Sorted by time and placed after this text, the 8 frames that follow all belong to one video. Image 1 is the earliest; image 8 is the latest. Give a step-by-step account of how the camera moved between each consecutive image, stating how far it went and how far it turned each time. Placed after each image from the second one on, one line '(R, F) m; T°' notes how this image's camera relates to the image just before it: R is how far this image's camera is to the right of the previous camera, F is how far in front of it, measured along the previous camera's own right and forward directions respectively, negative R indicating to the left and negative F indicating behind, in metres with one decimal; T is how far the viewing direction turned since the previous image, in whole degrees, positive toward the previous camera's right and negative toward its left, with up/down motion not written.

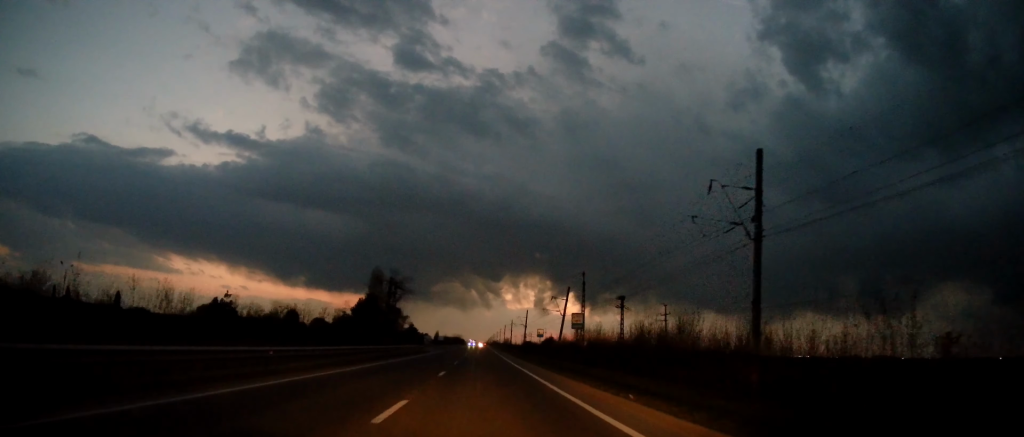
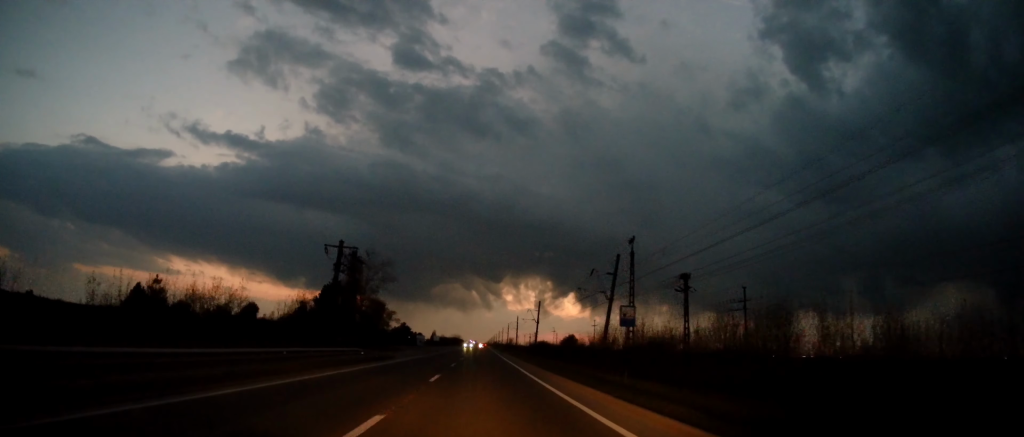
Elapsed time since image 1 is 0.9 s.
(+0.3, +25.7) m; 0°
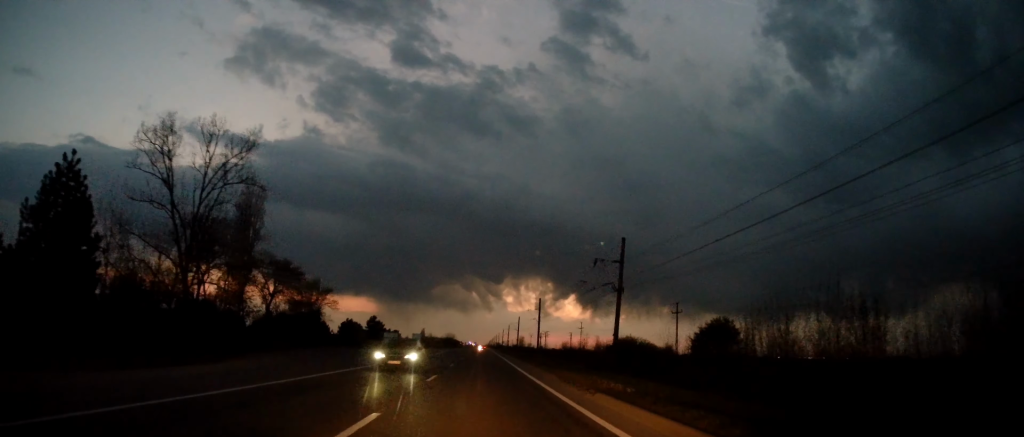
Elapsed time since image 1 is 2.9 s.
(0.0, +58.0) m; 0°
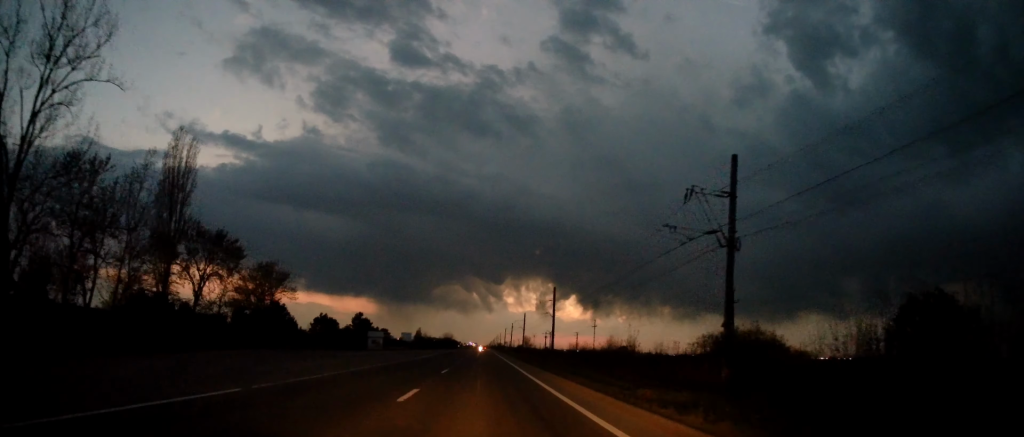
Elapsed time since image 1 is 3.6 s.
(-0.3, +18.0) m; 0°
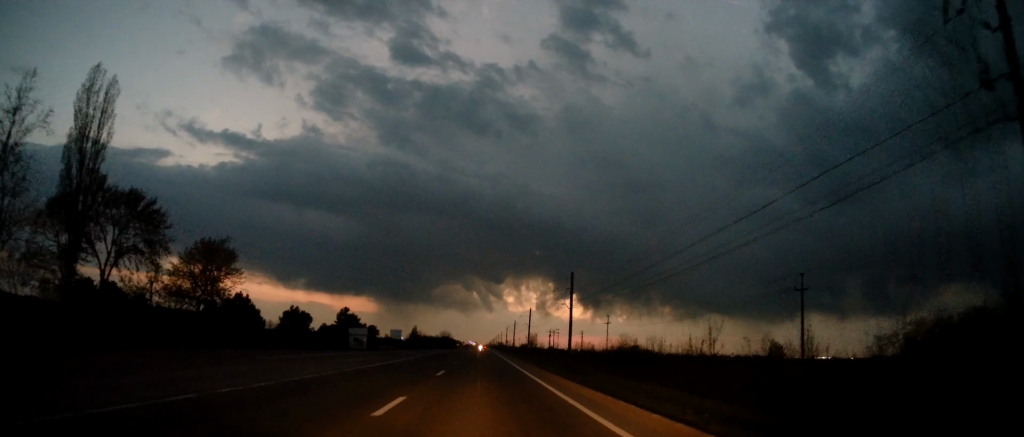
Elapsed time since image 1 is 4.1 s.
(+0.1, +14.2) m; 0°
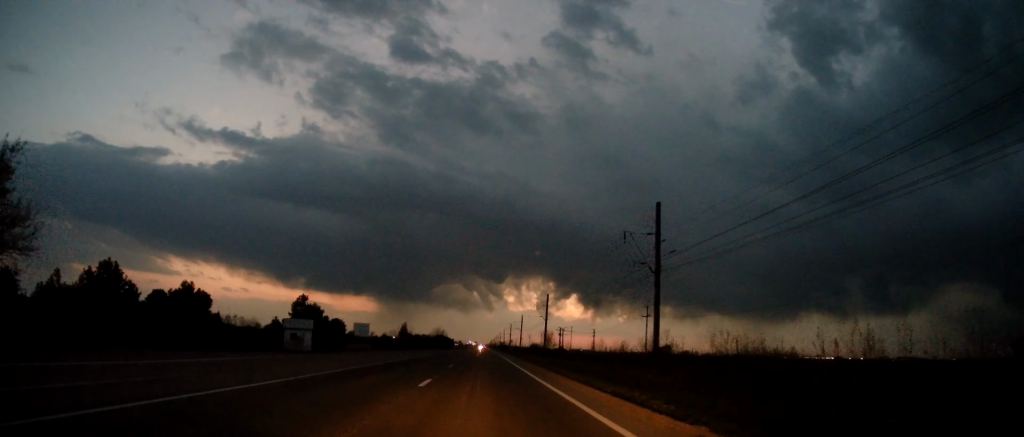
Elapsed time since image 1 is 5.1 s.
(+0.1, +29.2) m; 0°
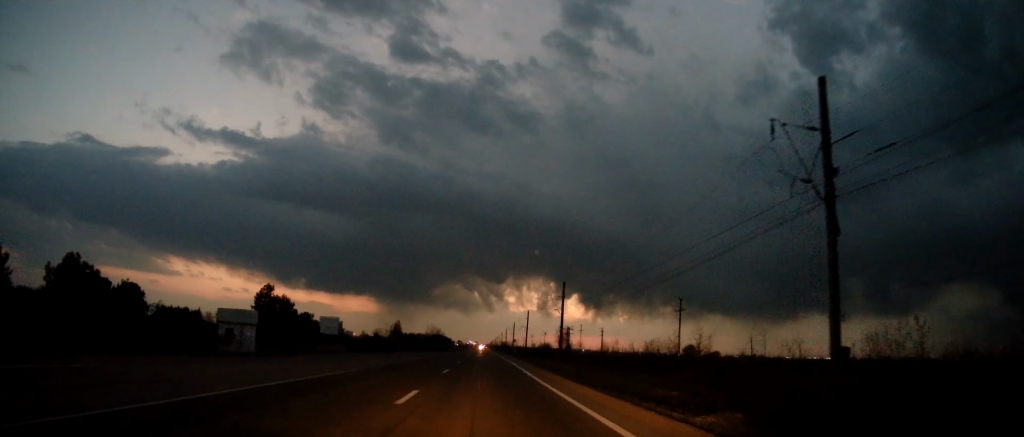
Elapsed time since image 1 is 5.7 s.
(-0.2, +15.9) m; 0°
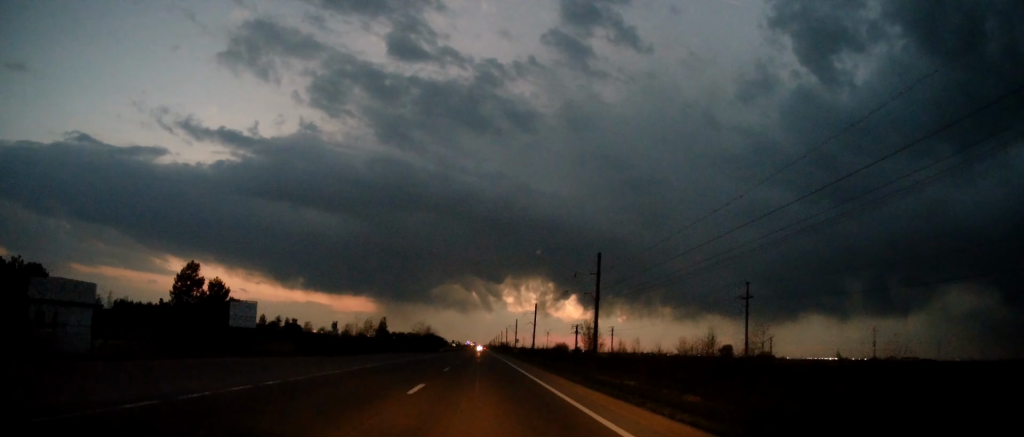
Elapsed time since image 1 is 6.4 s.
(+0.1, +21.4) m; 0°
